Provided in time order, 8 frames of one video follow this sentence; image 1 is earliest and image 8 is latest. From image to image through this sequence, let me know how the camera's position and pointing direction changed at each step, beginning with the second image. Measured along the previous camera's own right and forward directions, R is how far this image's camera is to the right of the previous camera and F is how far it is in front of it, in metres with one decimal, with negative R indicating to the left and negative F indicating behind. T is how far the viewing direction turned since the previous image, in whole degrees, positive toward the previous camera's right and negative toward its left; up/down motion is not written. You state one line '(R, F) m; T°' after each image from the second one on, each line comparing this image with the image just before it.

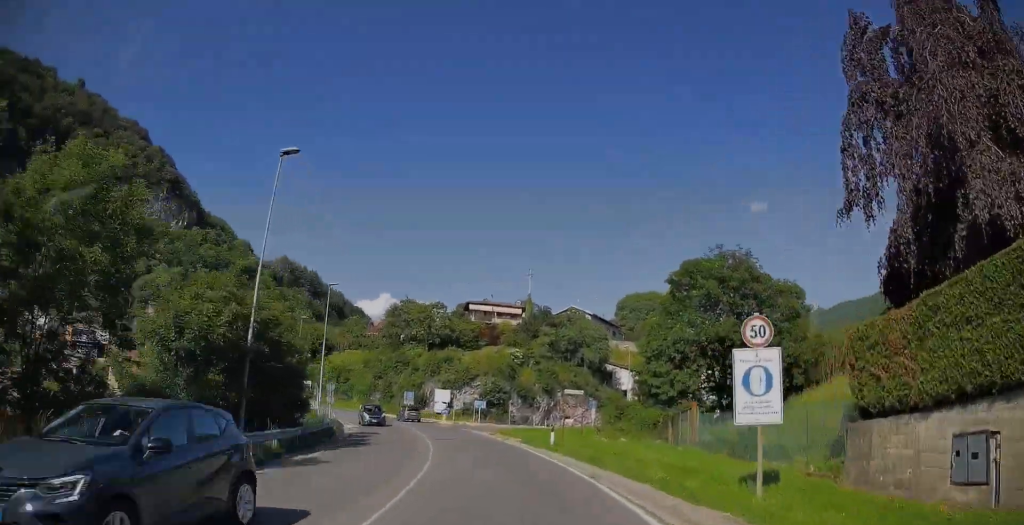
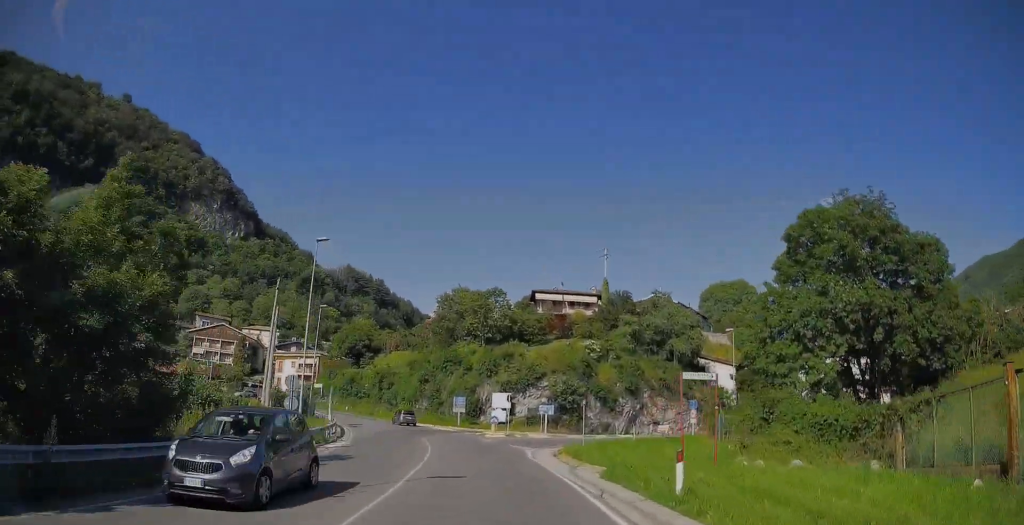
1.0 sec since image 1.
(-1.0, +16.0) m; -7°
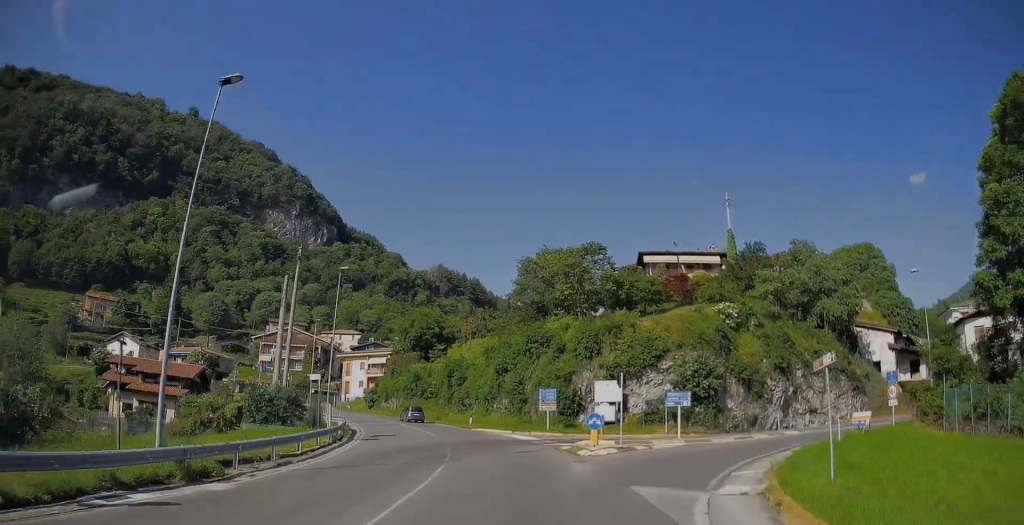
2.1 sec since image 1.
(-1.2, +19.3) m; -8°
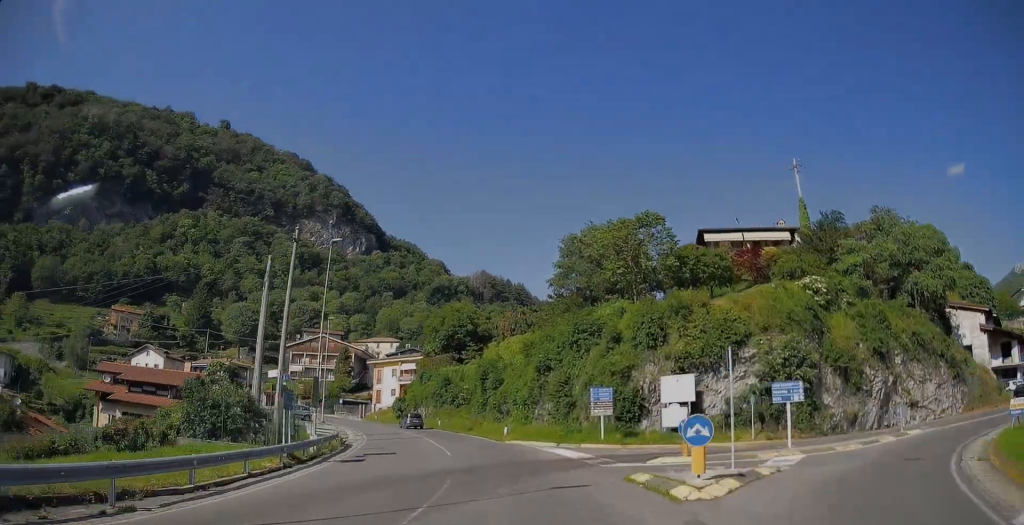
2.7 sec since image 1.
(-0.4, +9.7) m; -5°
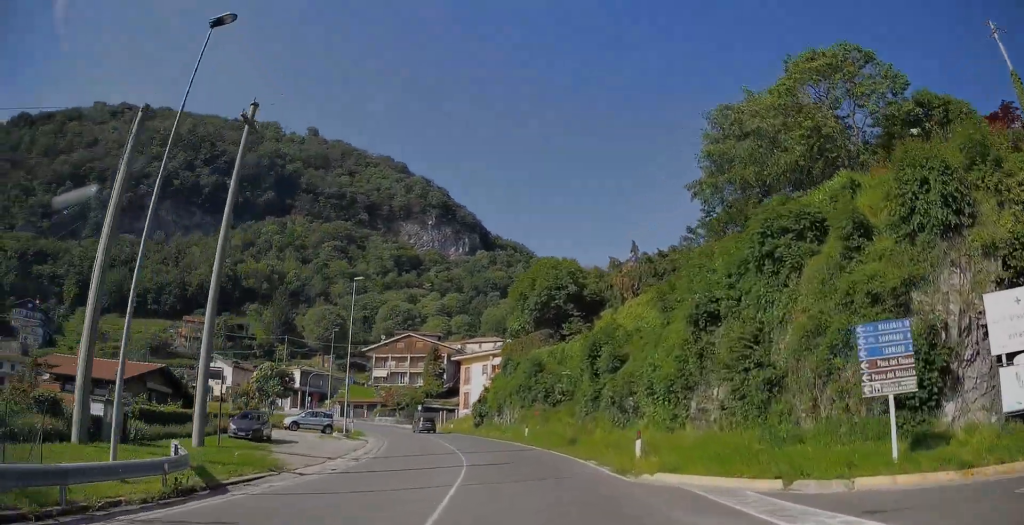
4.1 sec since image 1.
(-2.6, +20.8) m; -12°
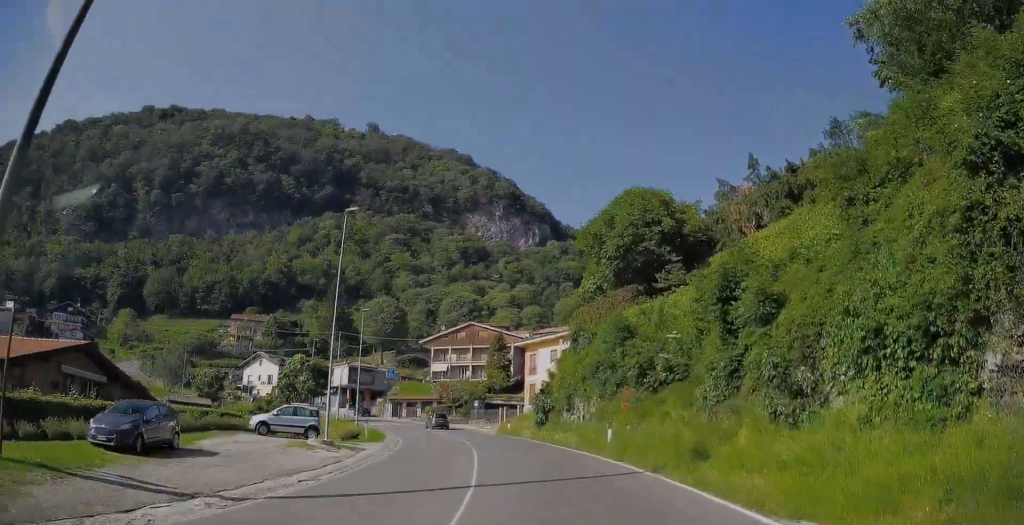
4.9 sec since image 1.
(-0.6, +13.5) m; -7°
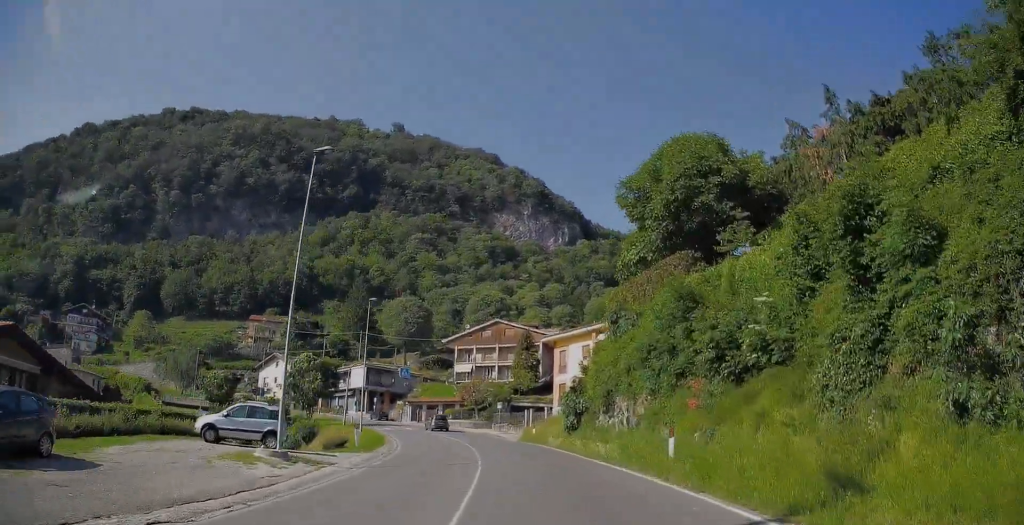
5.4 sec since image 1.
(+0.4, +6.7) m; -4°
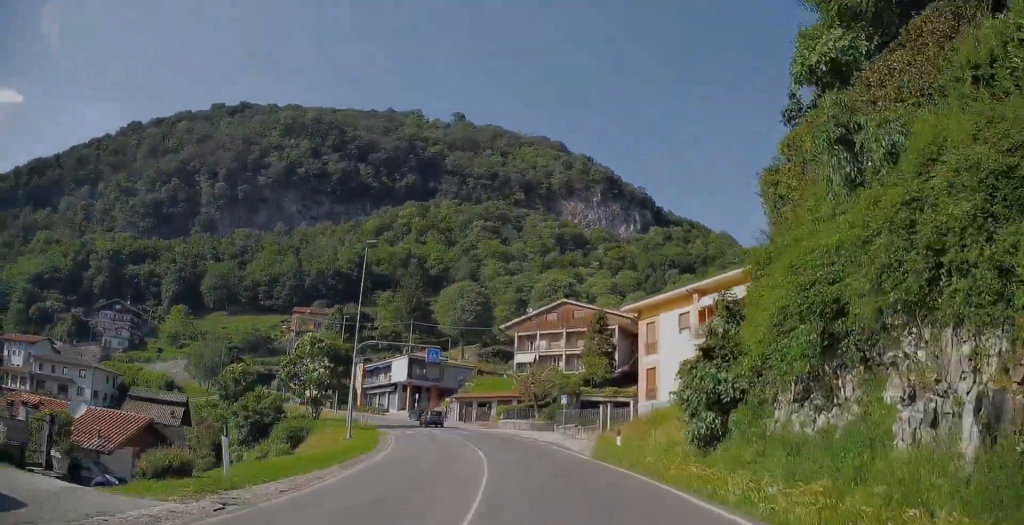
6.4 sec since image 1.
(-2.0, +16.9) m; -10°
